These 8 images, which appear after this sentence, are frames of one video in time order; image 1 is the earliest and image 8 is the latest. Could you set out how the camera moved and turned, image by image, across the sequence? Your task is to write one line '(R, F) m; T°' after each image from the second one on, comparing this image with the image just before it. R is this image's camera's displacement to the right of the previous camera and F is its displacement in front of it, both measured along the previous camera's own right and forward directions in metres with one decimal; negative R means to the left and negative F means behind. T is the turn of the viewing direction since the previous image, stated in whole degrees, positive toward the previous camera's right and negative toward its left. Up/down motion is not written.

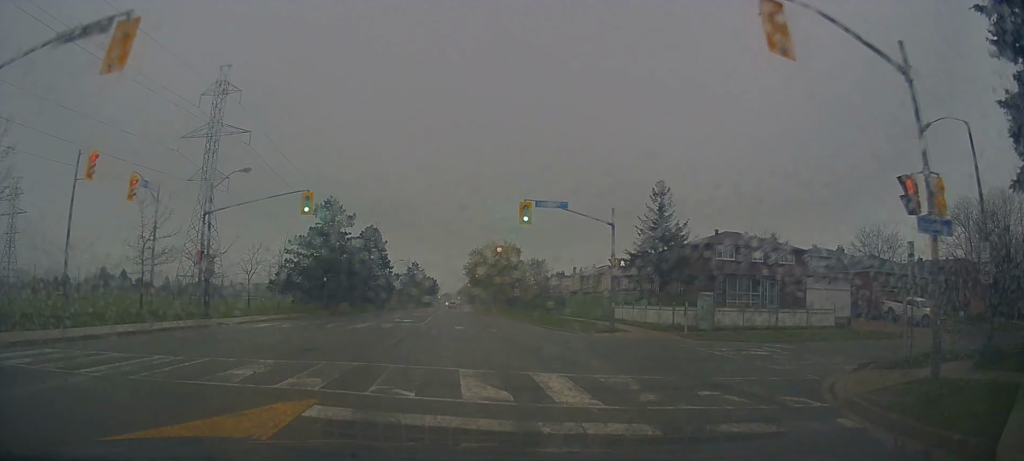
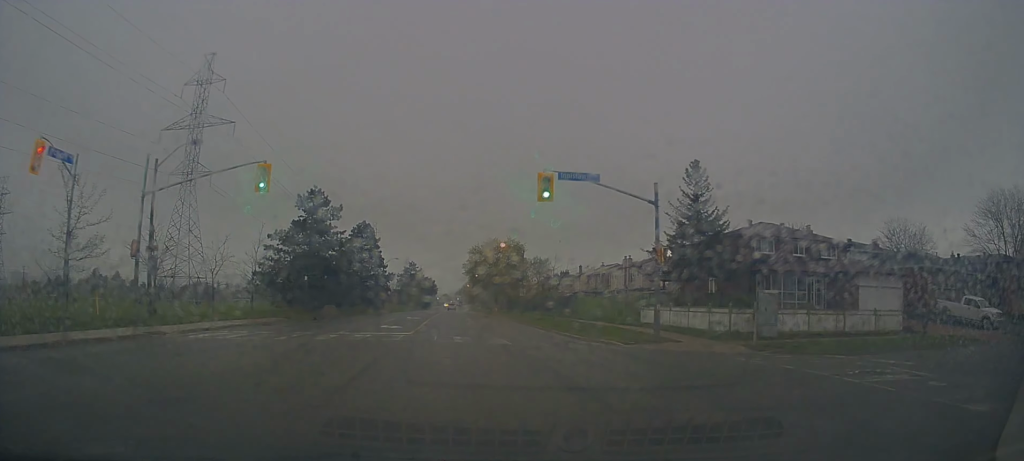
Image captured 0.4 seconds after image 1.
(+0.1, +6.5) m; +1°
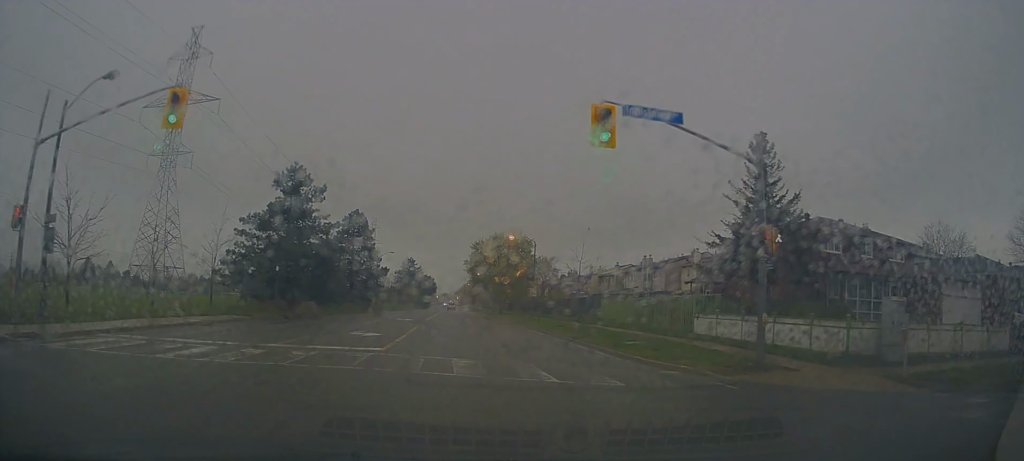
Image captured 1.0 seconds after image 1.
(-0.1, +8.1) m; +1°
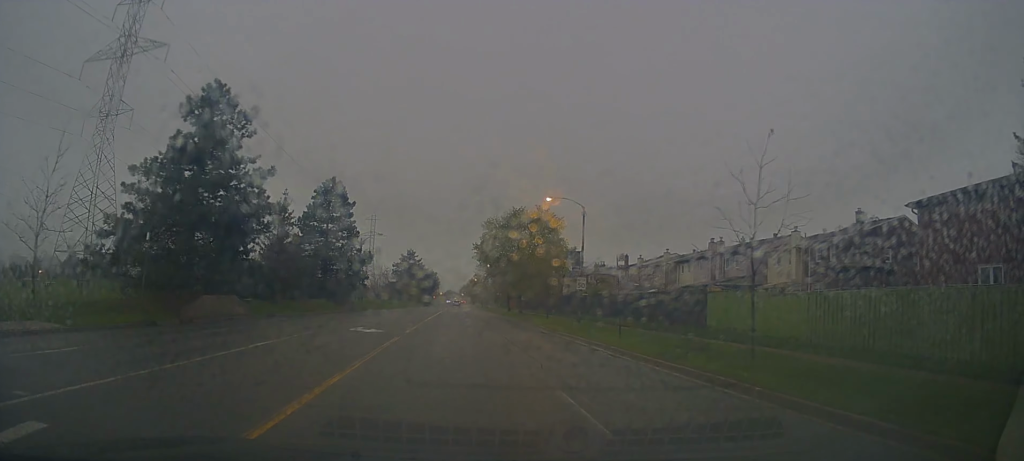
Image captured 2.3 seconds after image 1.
(+0.4, +18.7) m; 0°
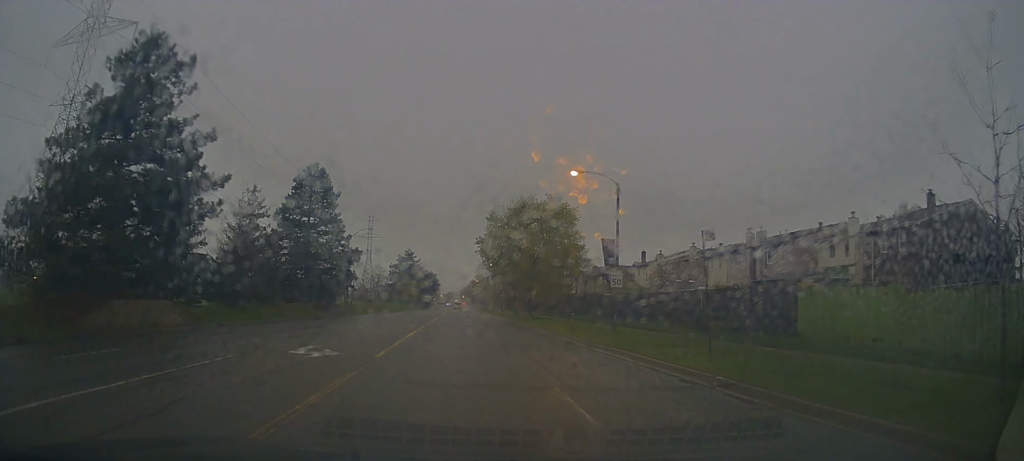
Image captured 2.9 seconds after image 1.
(-0.2, +7.6) m; -1°
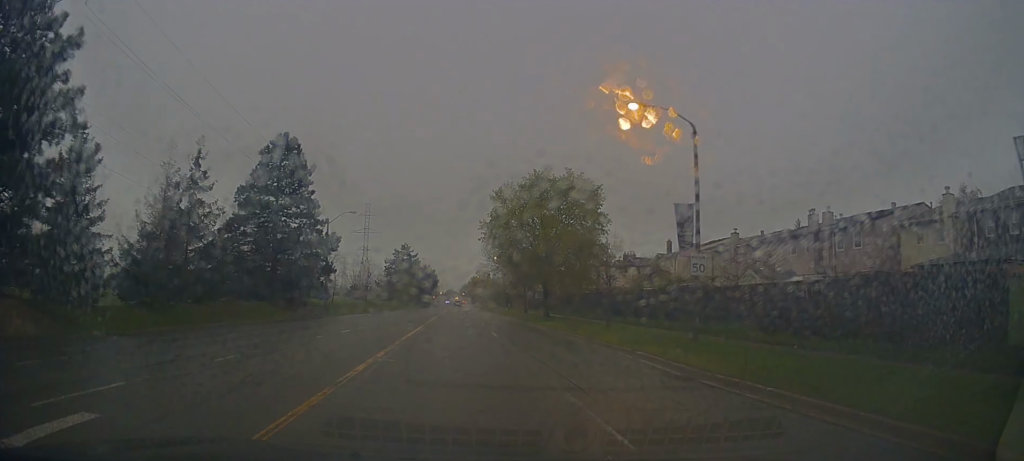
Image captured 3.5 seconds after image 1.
(-0.1, +9.6) m; -1°
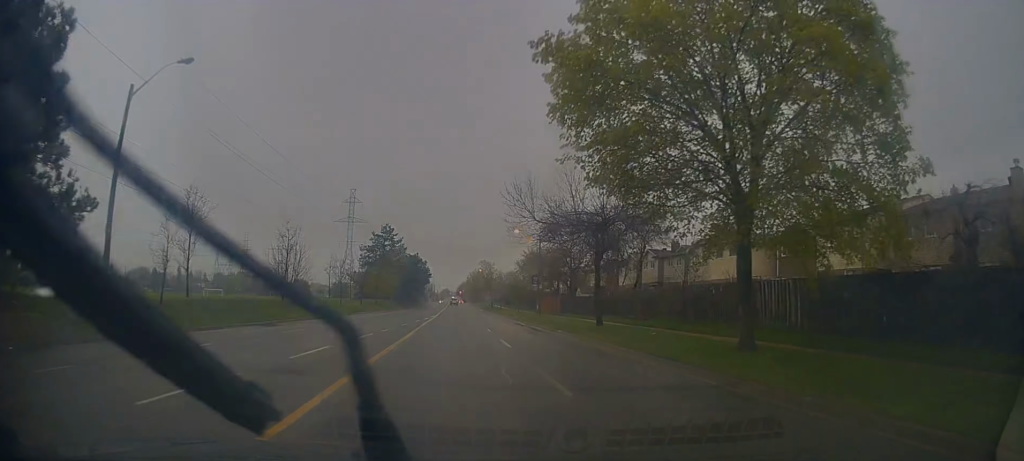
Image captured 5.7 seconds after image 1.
(-0.1, +31.4) m; -1°
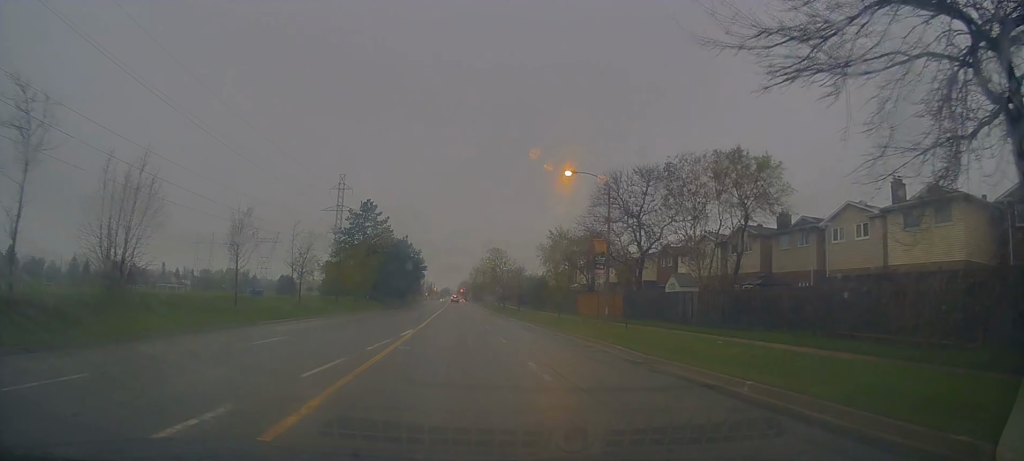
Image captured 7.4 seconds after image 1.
(+0.2, +23.7) m; +1°
